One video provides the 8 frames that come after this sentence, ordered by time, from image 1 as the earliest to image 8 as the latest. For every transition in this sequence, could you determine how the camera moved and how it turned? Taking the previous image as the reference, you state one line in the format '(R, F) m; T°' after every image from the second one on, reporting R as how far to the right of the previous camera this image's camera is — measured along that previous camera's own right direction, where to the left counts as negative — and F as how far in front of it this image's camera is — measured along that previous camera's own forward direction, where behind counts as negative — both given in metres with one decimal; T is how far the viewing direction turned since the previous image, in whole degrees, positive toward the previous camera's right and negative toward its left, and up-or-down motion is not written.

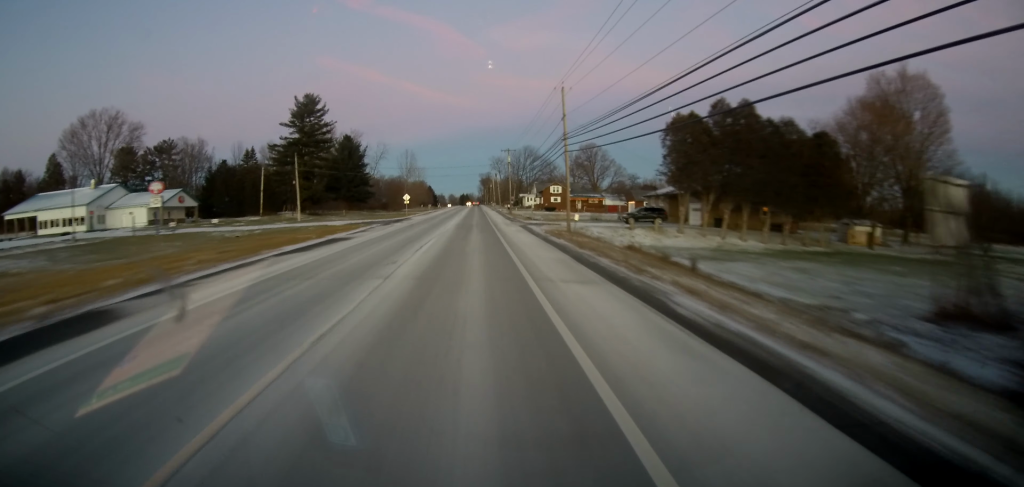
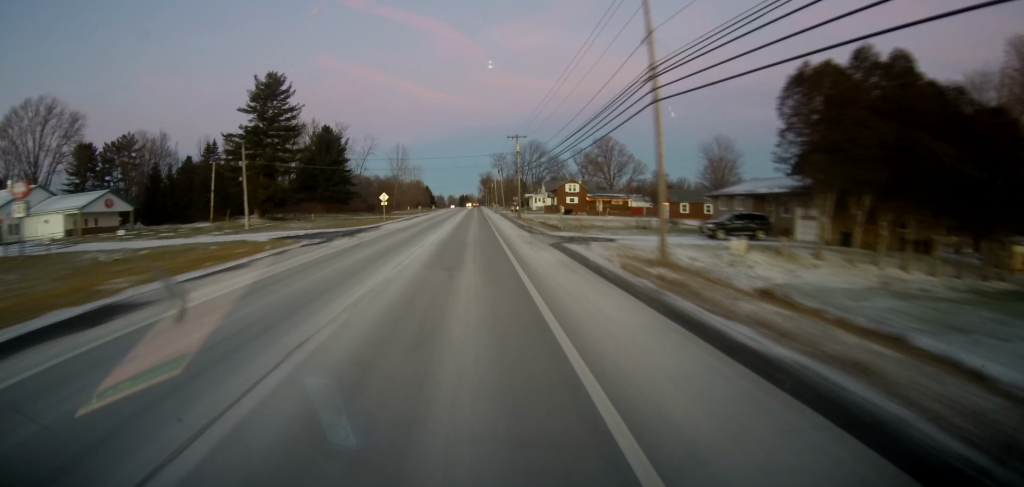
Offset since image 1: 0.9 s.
(0.0, +20.3) m; 0°
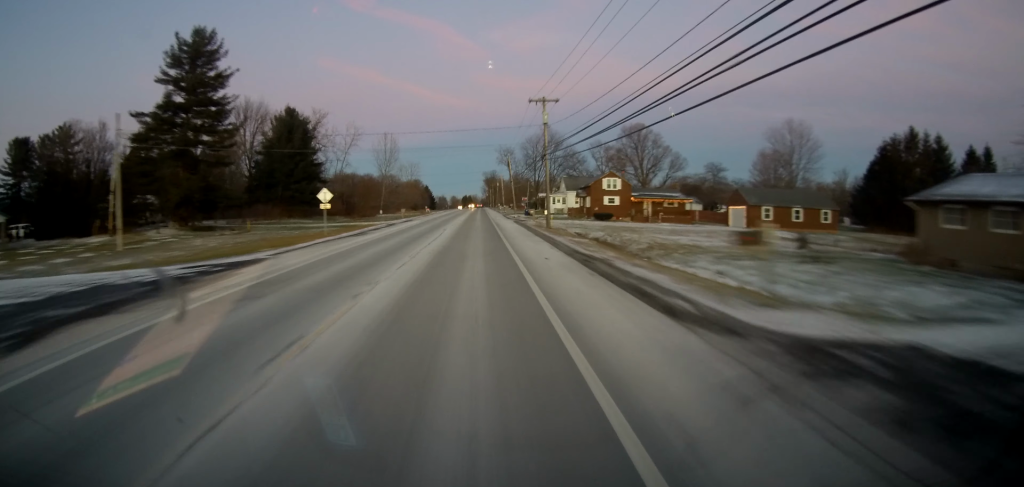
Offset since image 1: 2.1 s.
(0.0, +26.3) m; 0°
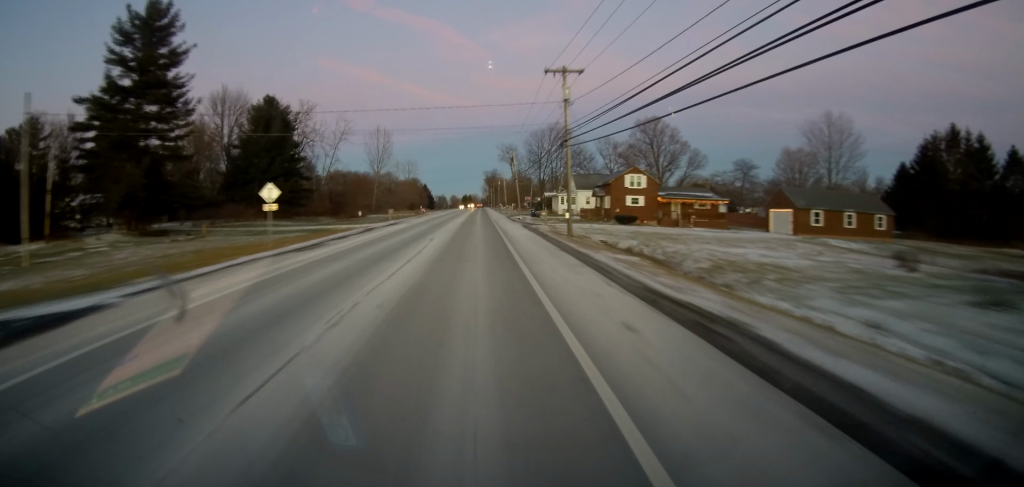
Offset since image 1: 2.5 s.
(0.0, +10.5) m; 0°
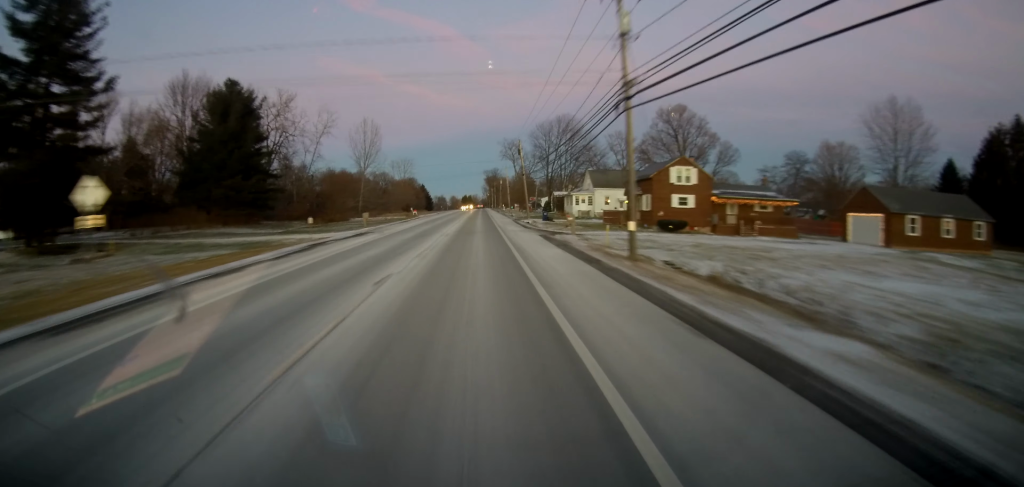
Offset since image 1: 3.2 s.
(-0.1, +14.3) m; 0°
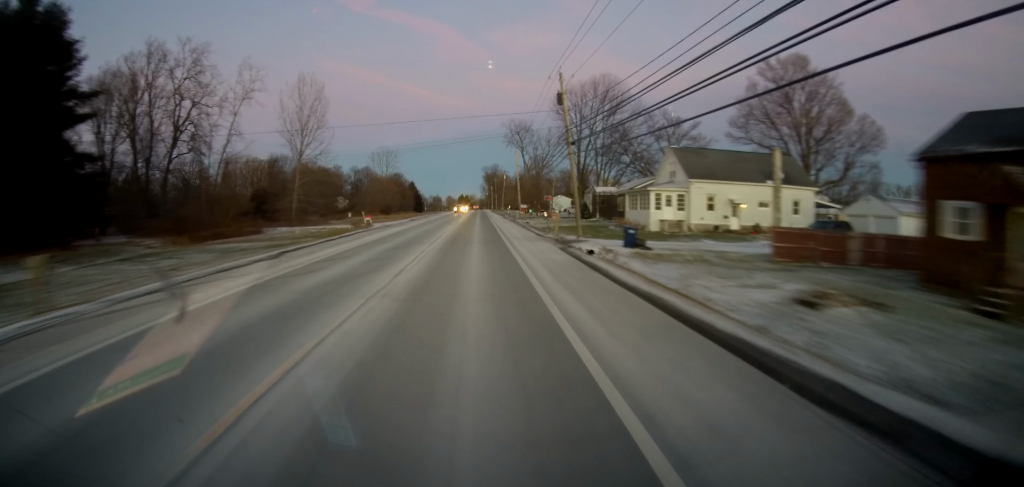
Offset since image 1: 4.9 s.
(+0.2, +38.3) m; 0°
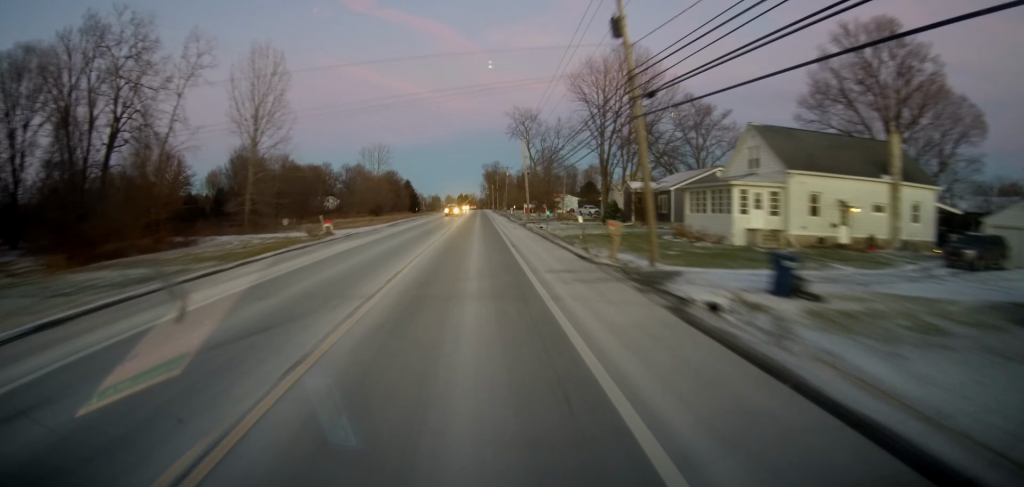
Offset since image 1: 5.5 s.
(0.0, +15.0) m; 0°
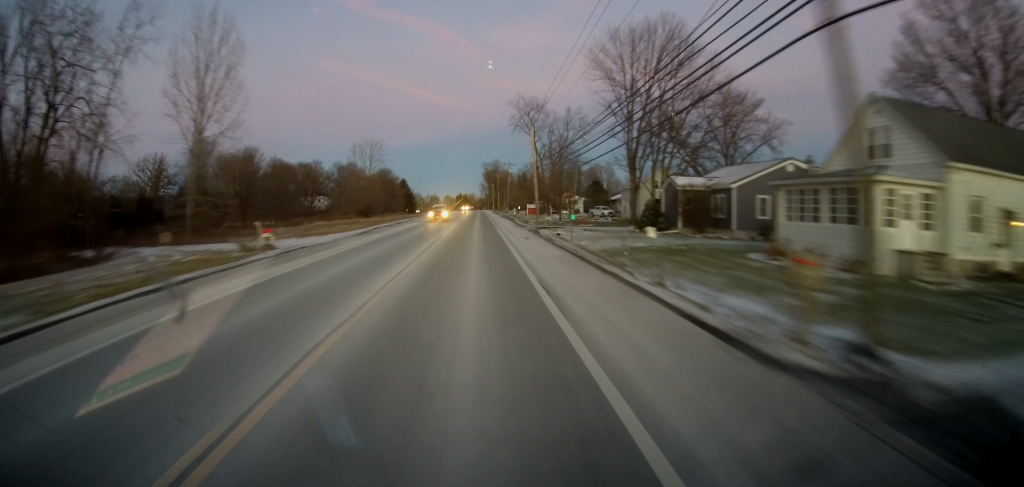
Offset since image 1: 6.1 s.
(0.0, +12.0) m; 0°
